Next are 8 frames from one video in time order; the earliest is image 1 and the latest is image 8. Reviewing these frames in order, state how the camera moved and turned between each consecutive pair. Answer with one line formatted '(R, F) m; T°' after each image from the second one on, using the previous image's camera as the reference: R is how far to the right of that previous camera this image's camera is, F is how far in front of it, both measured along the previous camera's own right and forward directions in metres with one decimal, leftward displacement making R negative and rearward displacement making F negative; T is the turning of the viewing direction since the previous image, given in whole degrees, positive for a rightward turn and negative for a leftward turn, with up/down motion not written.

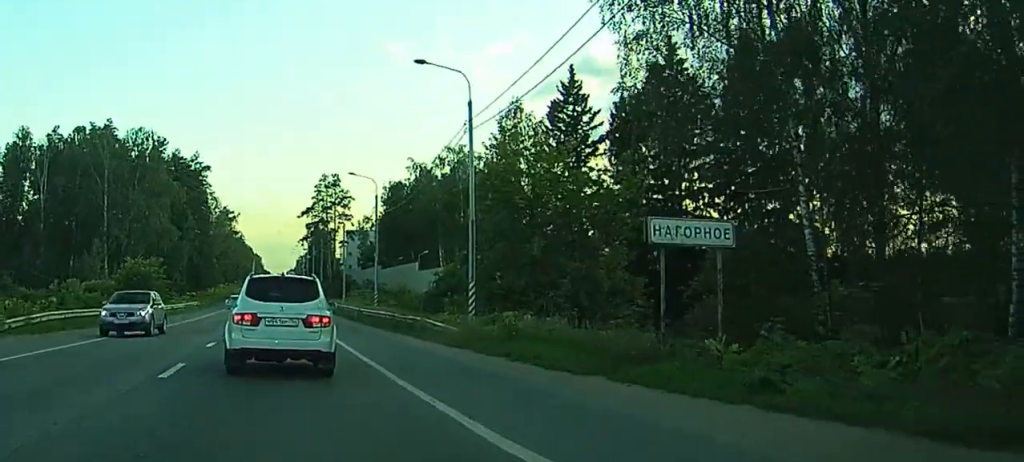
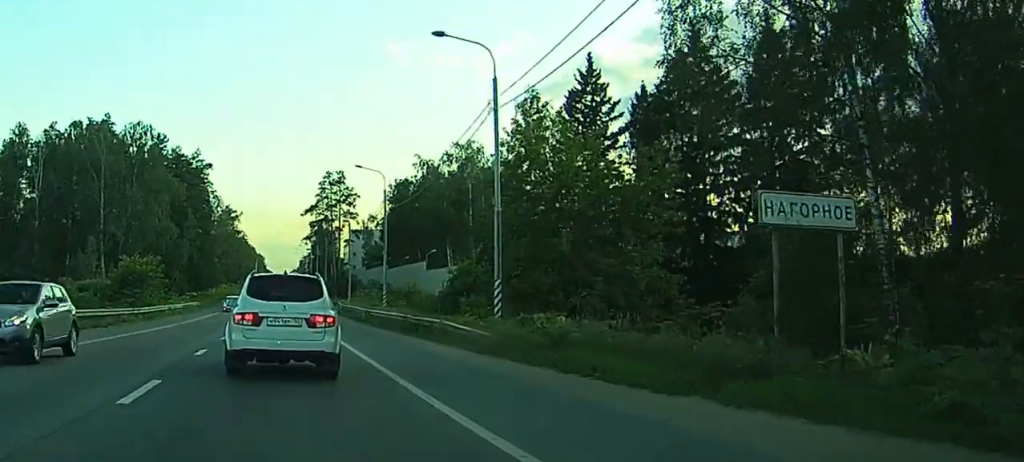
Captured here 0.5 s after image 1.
(0.0, +3.5) m; 0°
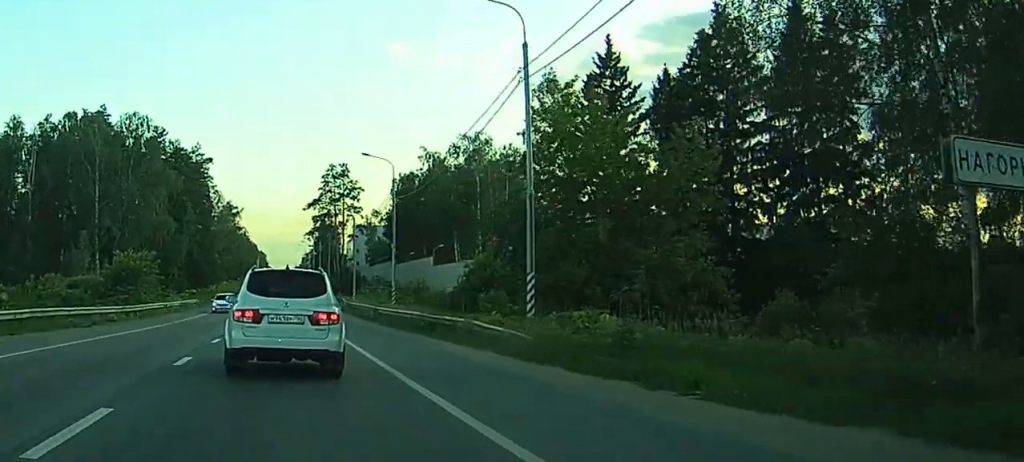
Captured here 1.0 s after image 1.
(0.0, +3.8) m; 0°
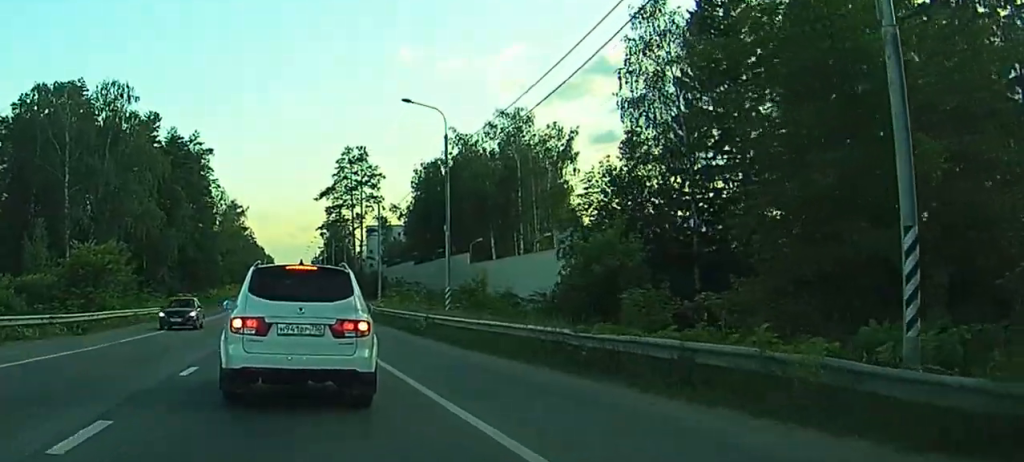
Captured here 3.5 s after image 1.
(0.0, +16.9) m; +1°
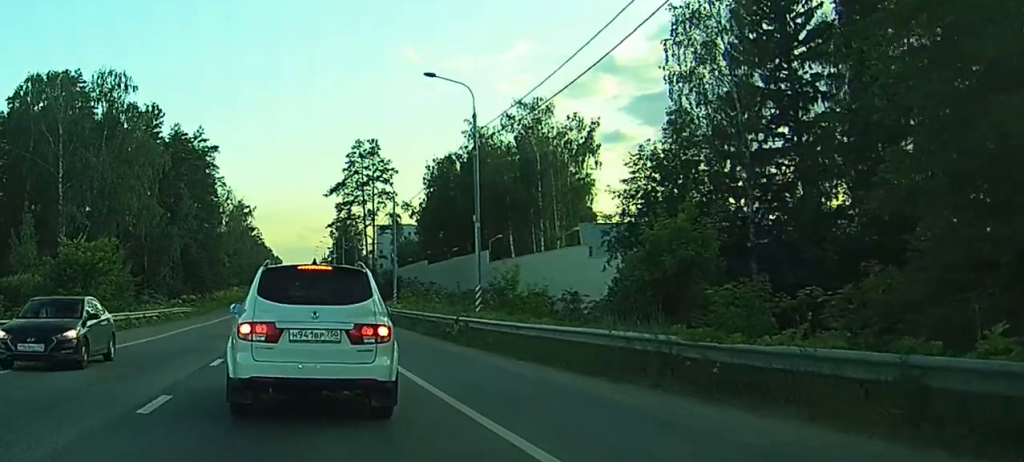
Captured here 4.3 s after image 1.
(0.0, +5.3) m; -1°
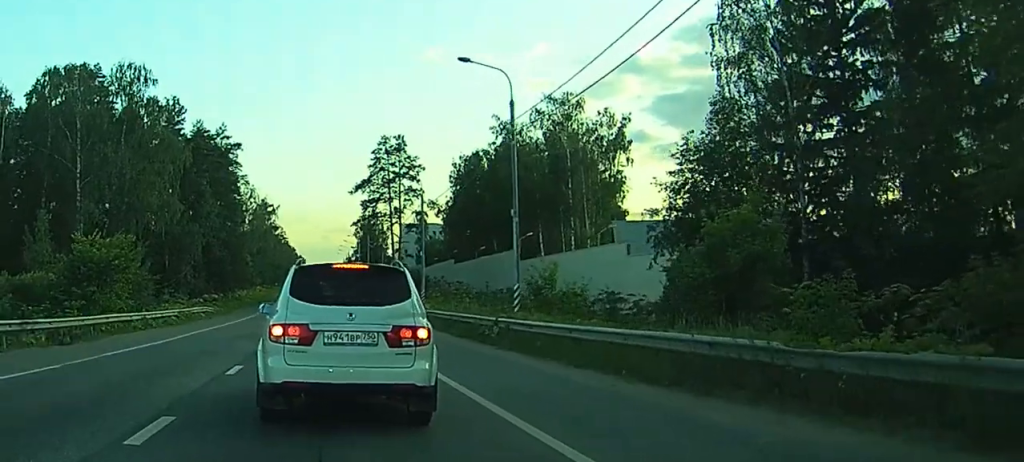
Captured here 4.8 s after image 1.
(0.0, +2.4) m; -1°
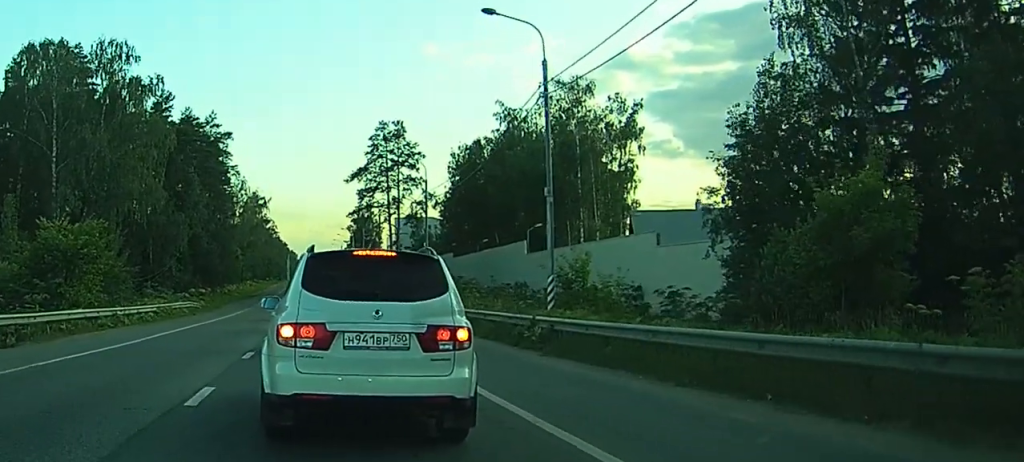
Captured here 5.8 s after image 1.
(-0.1, +5.3) m; -1°
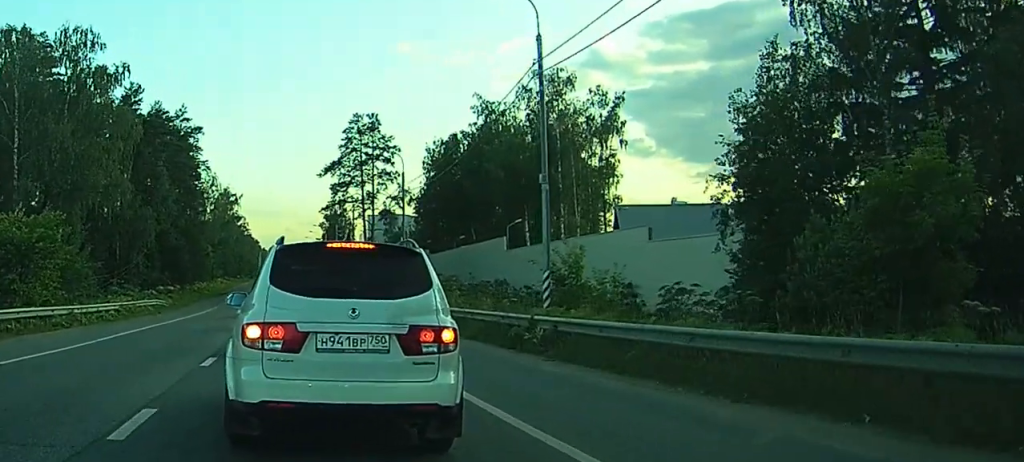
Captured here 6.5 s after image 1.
(+0.1, +2.8) m; -1°
